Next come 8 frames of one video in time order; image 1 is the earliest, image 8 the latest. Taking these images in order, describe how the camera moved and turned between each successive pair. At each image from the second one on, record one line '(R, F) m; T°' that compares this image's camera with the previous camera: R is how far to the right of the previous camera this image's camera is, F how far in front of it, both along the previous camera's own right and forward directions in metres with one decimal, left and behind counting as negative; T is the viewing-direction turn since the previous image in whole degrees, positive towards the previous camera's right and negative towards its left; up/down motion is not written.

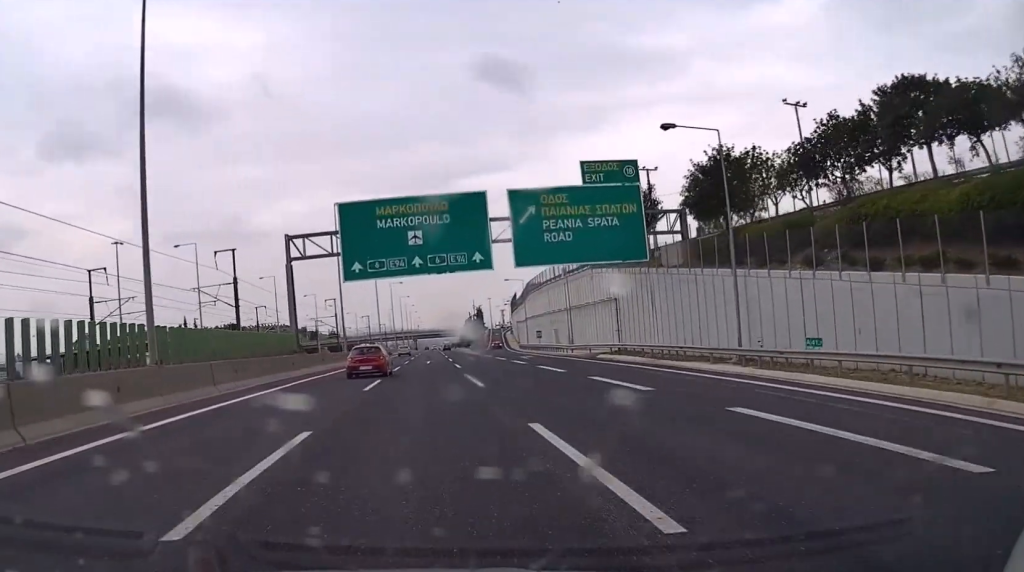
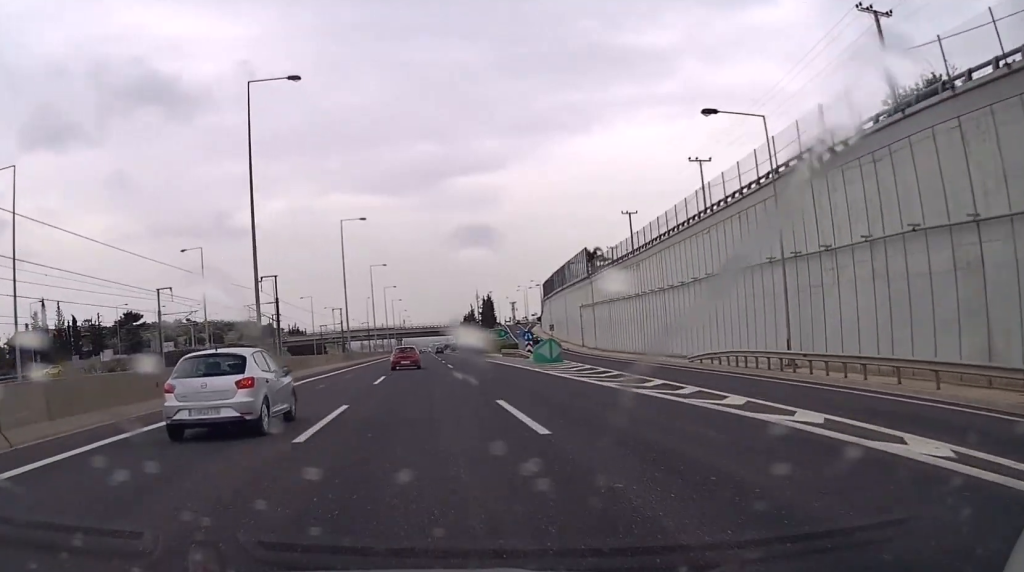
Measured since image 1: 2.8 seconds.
(+1.4, +83.8) m; +2°
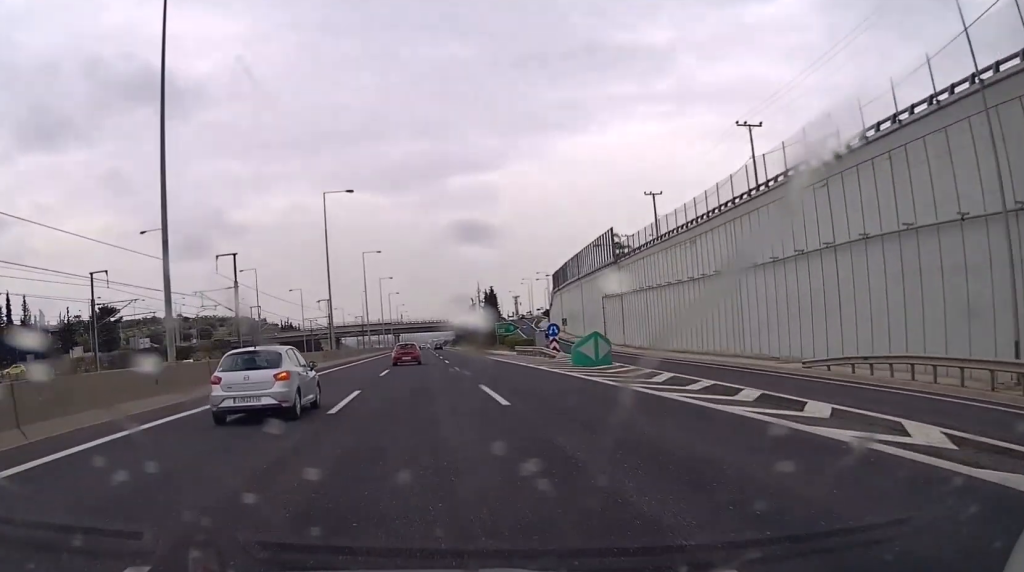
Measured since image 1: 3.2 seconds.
(0.0, +13.0) m; 0°
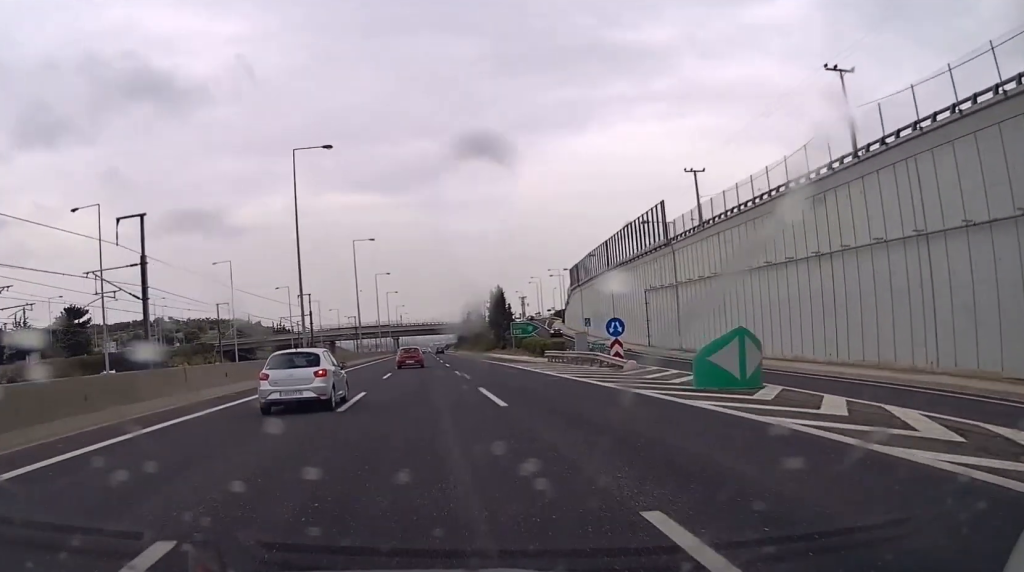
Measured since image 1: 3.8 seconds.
(0.0, +17.0) m; 0°
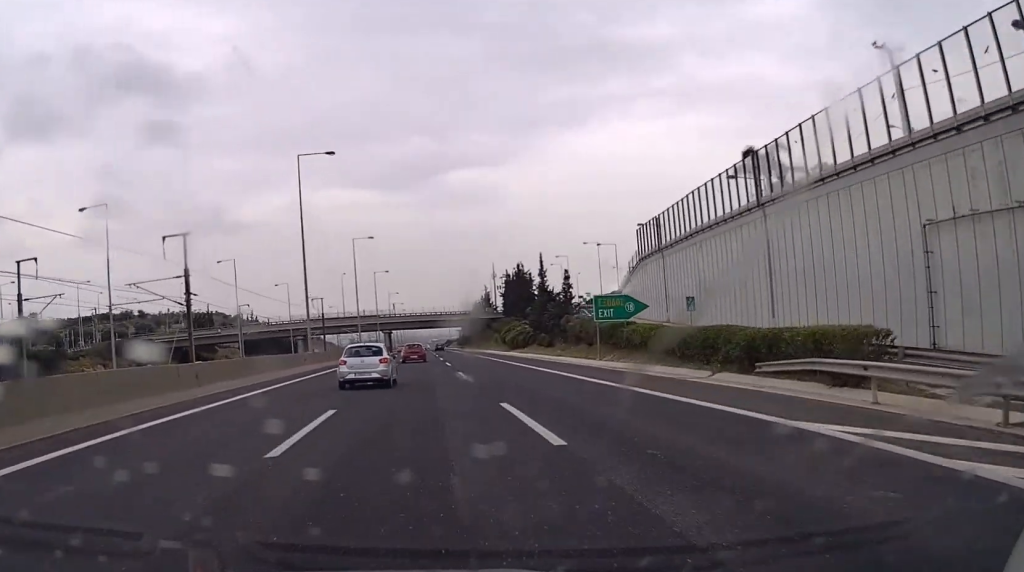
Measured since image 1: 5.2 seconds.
(-0.1, +43.1) m; 0°
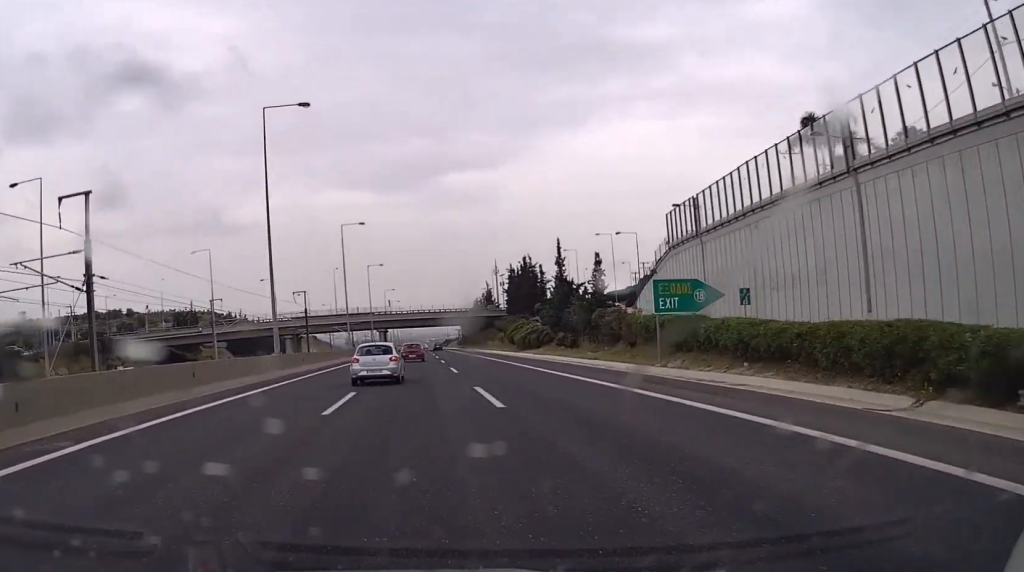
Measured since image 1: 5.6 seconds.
(+0.1, +12.0) m; 0°
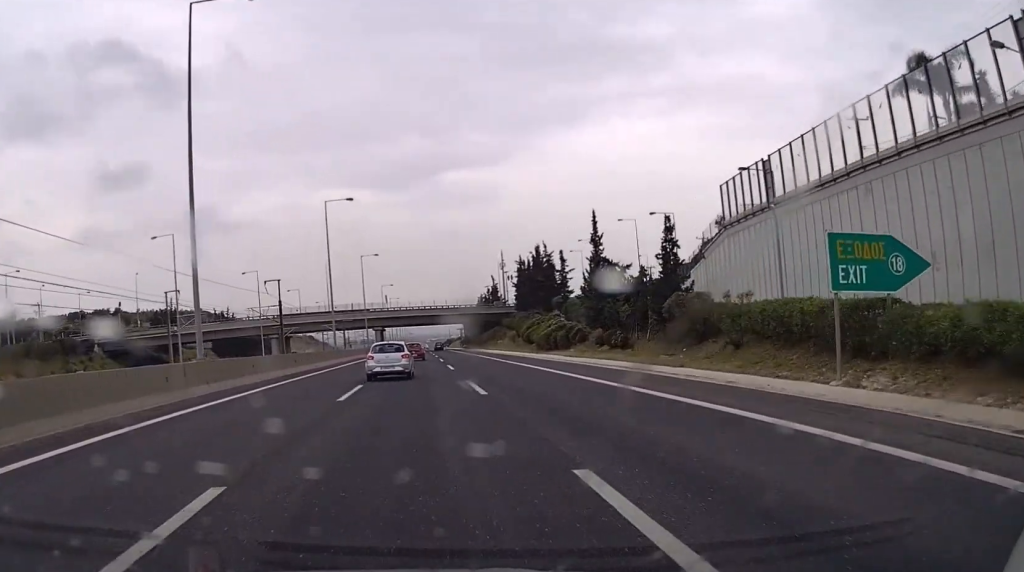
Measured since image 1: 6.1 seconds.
(+0.1, +15.0) m; 0°
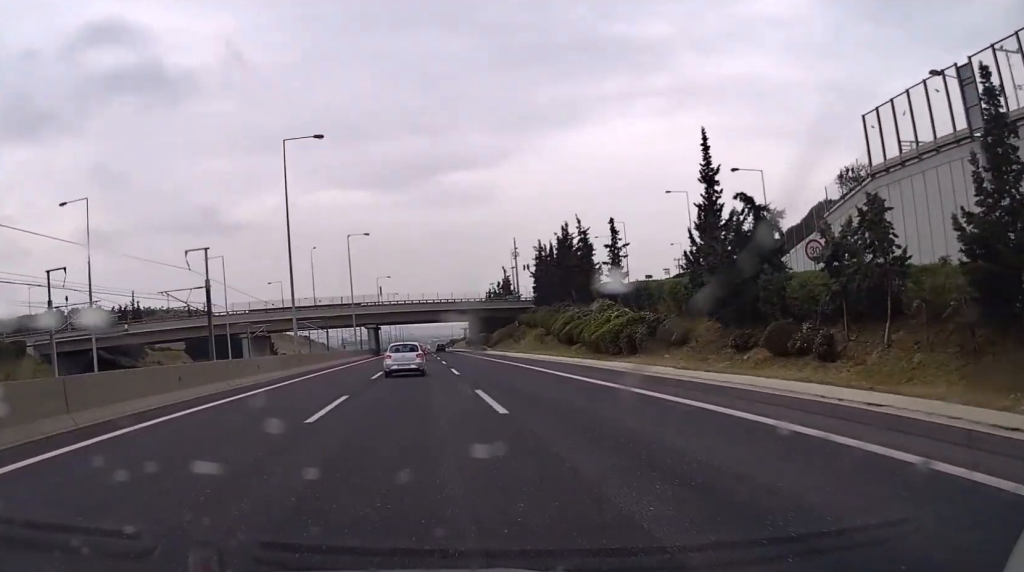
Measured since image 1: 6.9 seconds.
(-0.3, +23.0) m; 0°
